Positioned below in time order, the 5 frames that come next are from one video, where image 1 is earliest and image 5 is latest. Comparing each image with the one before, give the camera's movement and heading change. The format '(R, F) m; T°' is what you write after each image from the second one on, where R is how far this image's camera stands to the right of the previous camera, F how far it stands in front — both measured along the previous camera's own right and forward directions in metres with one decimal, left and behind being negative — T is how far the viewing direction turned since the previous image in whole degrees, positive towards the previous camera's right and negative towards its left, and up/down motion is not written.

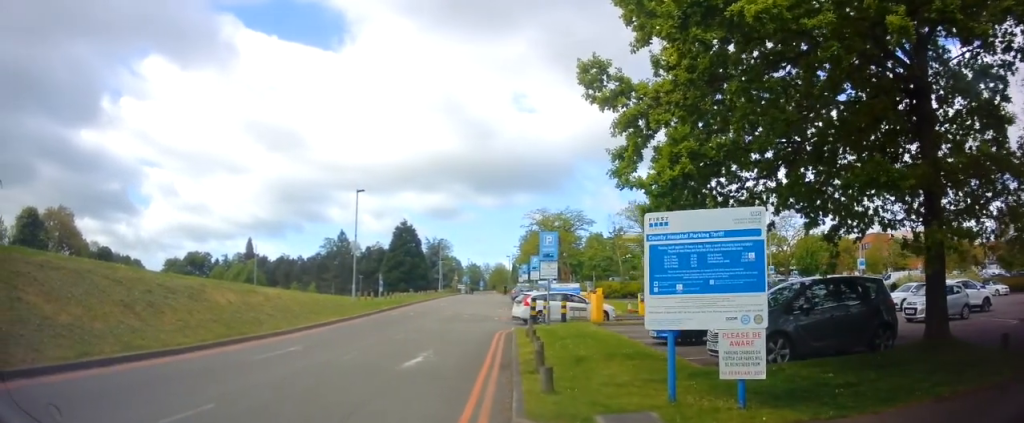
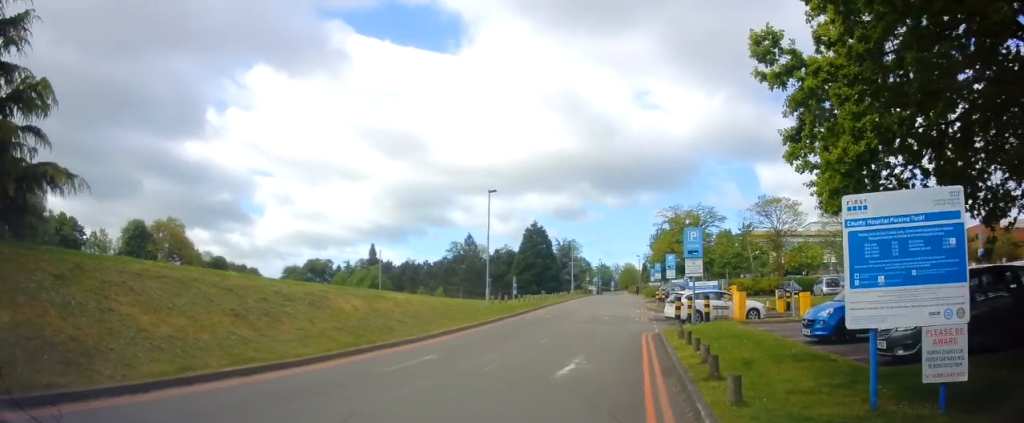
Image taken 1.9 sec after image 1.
(-0.3, +0.4) m; 0°
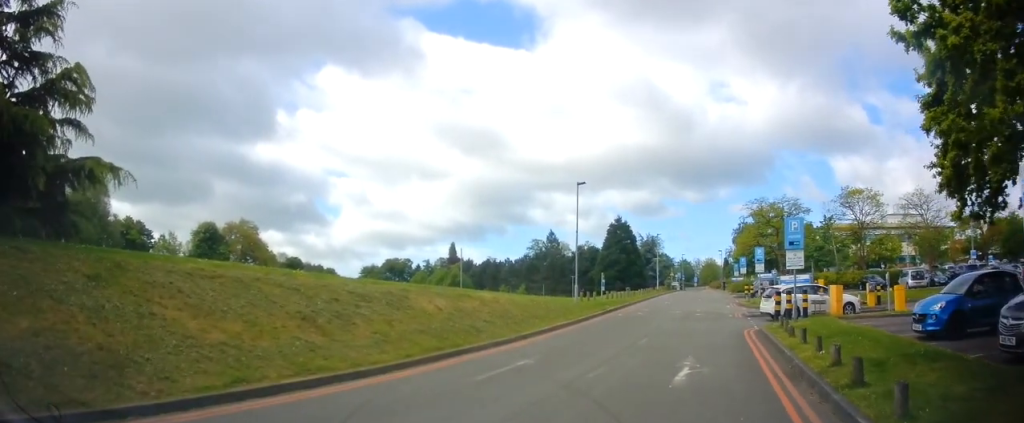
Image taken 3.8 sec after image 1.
(+0.3, +0.8) m; 0°
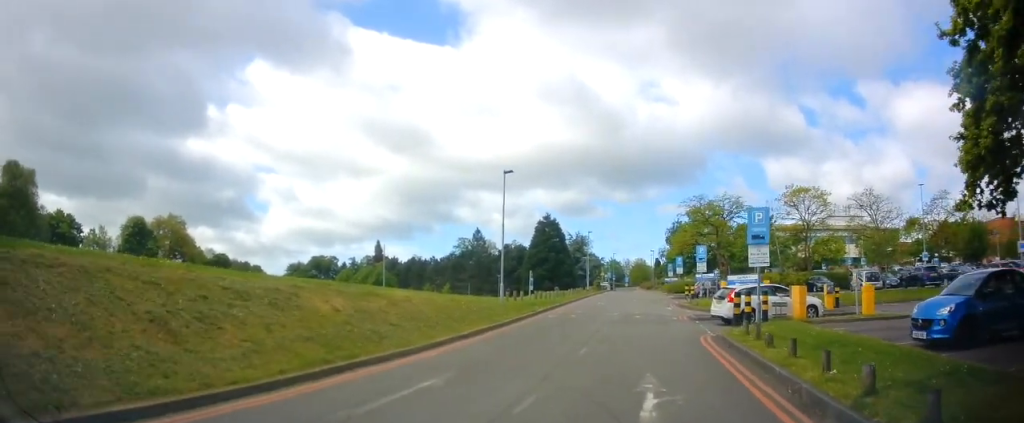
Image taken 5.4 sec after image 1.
(-0.2, +2.4) m; +1°
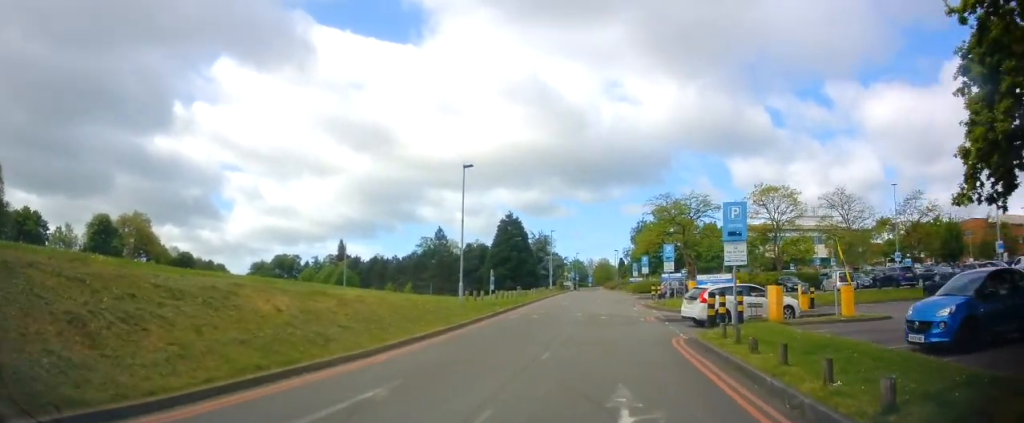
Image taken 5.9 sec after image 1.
(+0.1, +0.9) m; +2°
